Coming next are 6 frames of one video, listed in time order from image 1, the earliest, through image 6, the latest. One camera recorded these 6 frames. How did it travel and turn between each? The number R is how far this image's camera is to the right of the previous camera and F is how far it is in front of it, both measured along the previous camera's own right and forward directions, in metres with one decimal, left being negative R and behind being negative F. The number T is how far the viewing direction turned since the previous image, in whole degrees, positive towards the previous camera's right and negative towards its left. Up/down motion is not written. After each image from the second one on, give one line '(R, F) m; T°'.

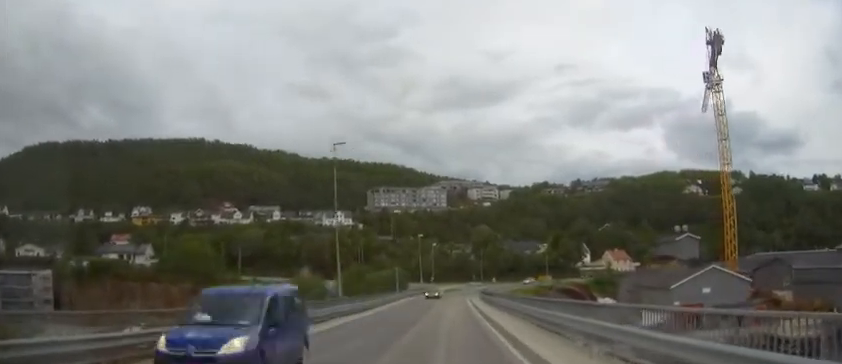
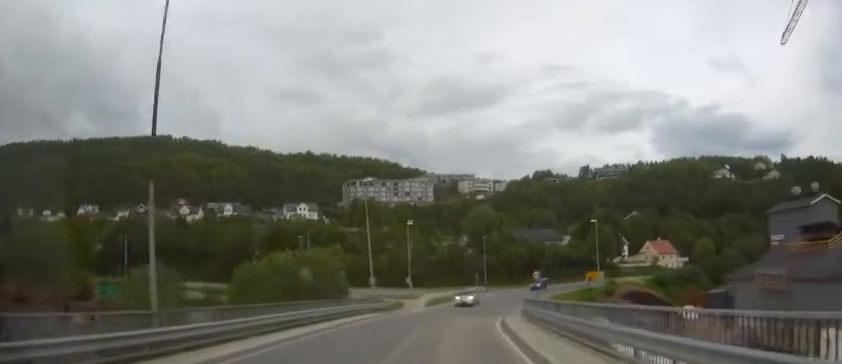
(+0.3, +56.9) m; +1°
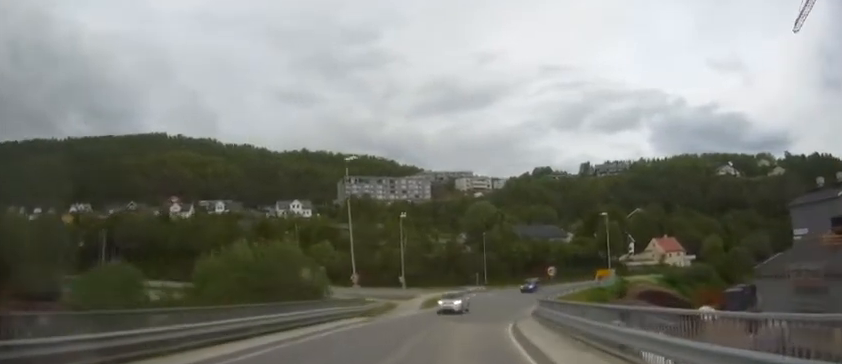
(0.0, +7.3) m; 0°
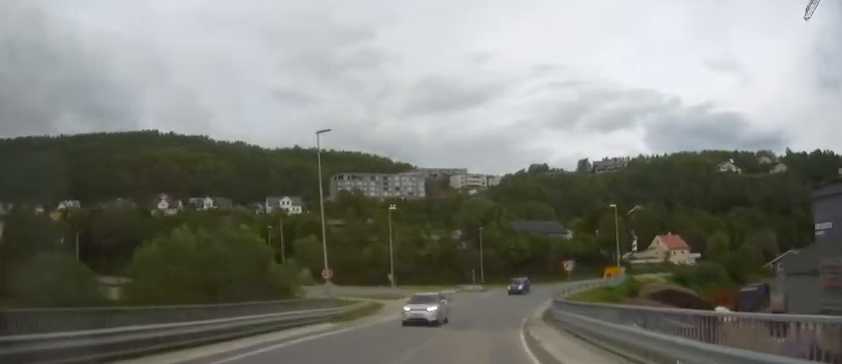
(0.0, +7.2) m; 0°
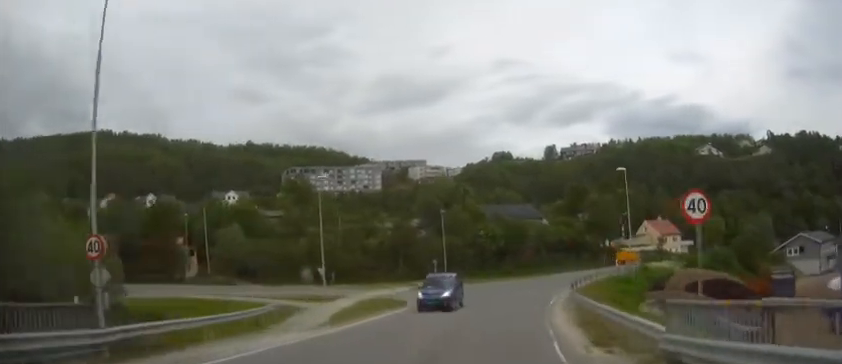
(+0.4, +20.1) m; +4°
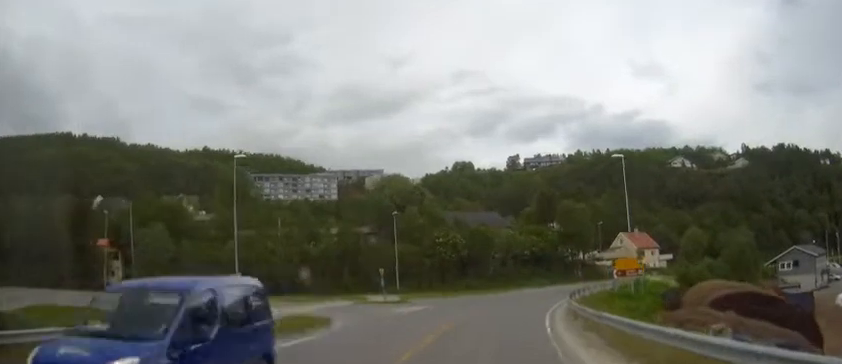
(+0.5, +12.1) m; +5°
